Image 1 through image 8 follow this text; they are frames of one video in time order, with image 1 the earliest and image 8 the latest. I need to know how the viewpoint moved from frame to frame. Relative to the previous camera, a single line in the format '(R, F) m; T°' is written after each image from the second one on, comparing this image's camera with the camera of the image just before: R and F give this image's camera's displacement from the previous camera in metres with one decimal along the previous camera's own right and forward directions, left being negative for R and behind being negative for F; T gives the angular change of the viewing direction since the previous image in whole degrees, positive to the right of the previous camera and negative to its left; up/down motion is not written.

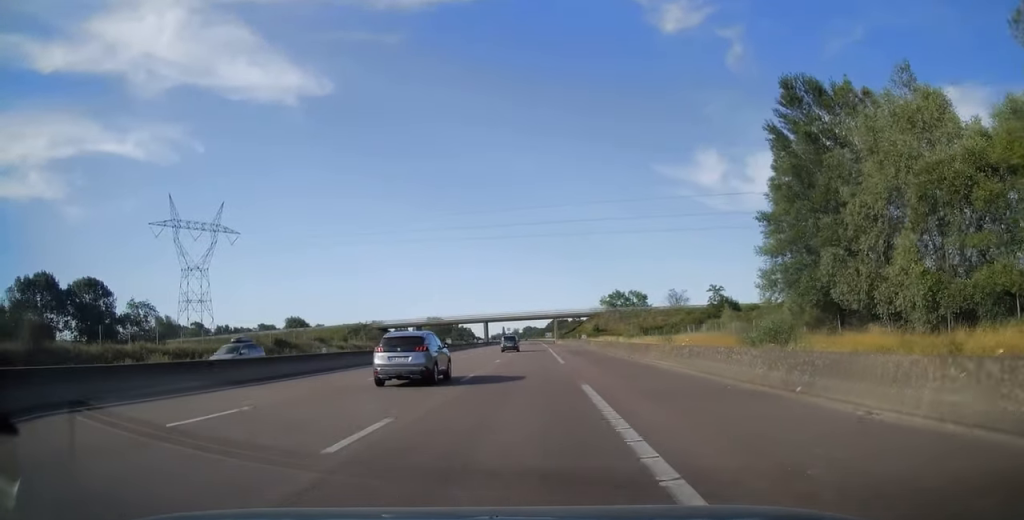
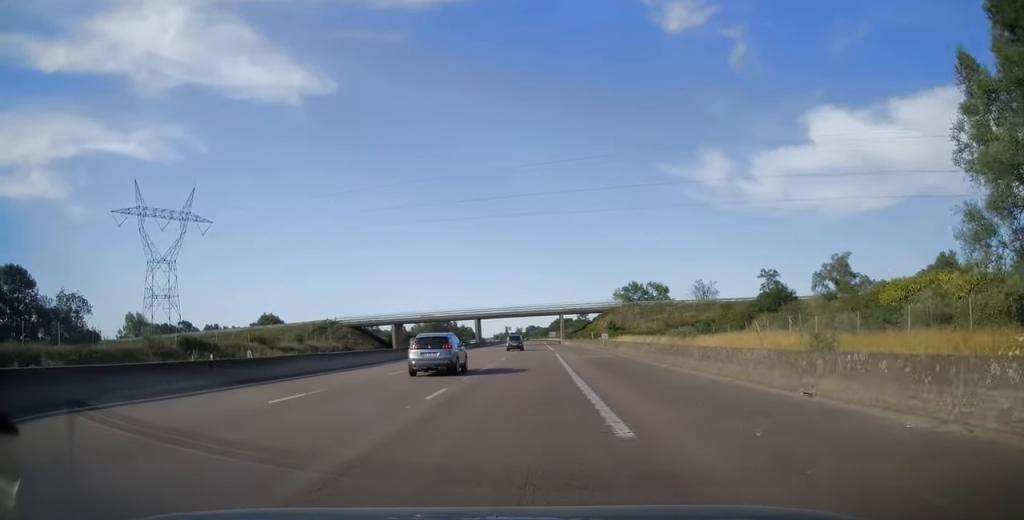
(+0.1, +21.5) m; 0°
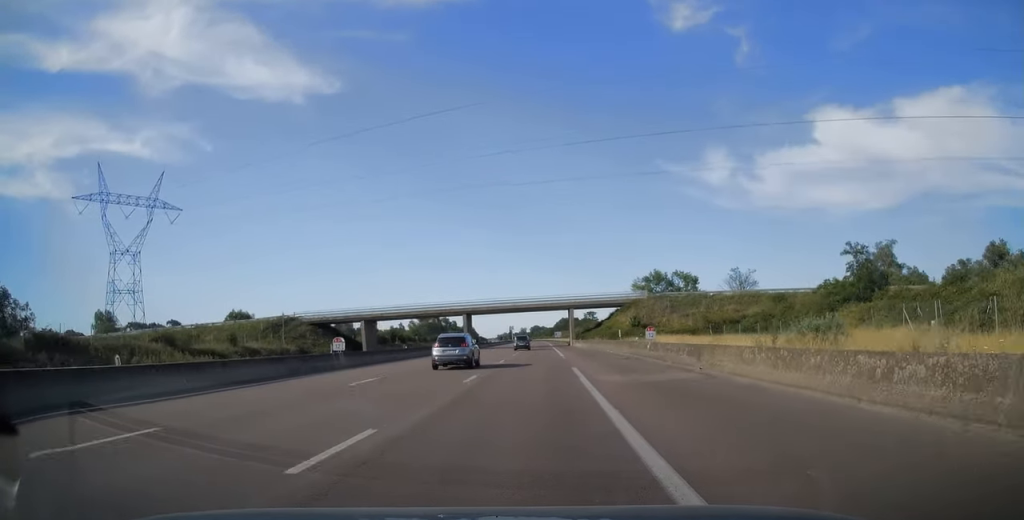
(-0.1, +20.5) m; 0°
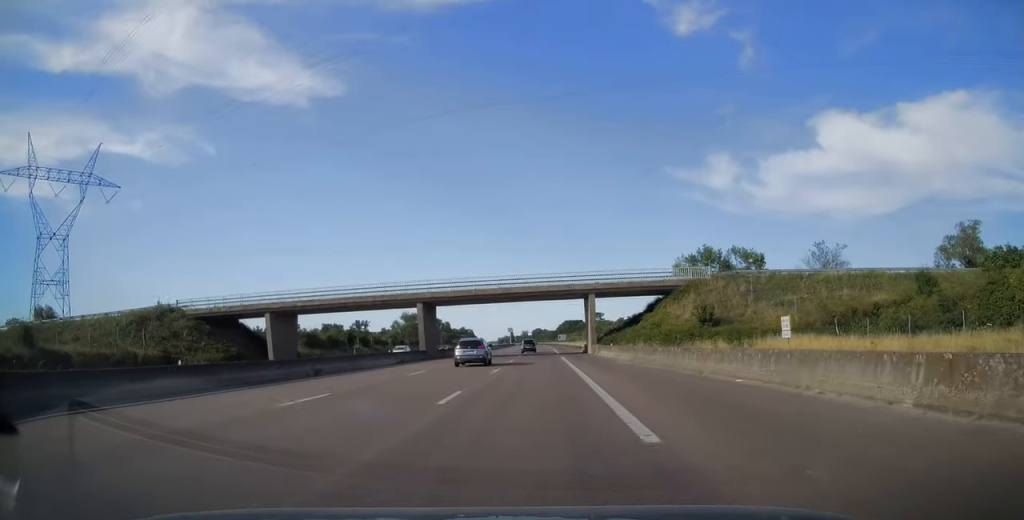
(-0.2, +31.4) m; -1°
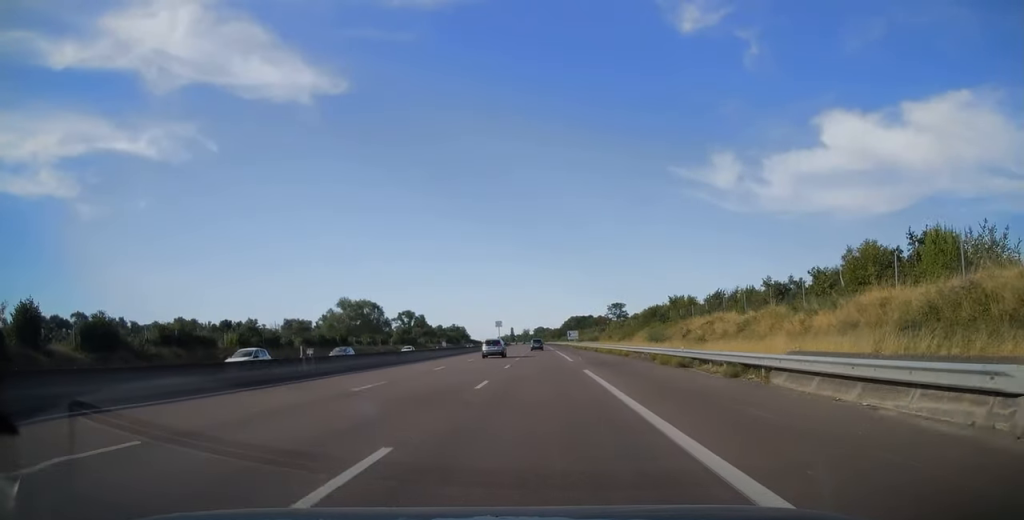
(-0.7, +73.2) m; -1°
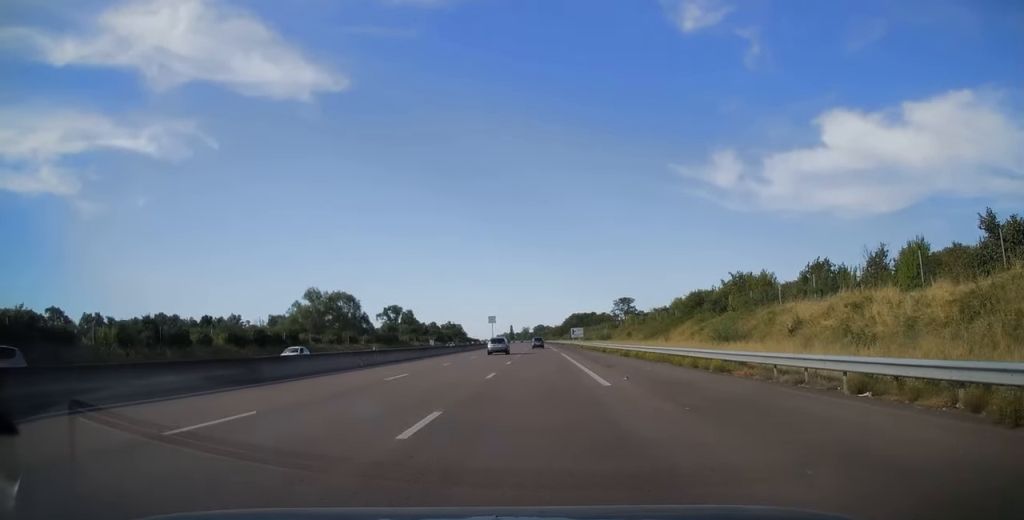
(+0.1, +22.2) m; 0°
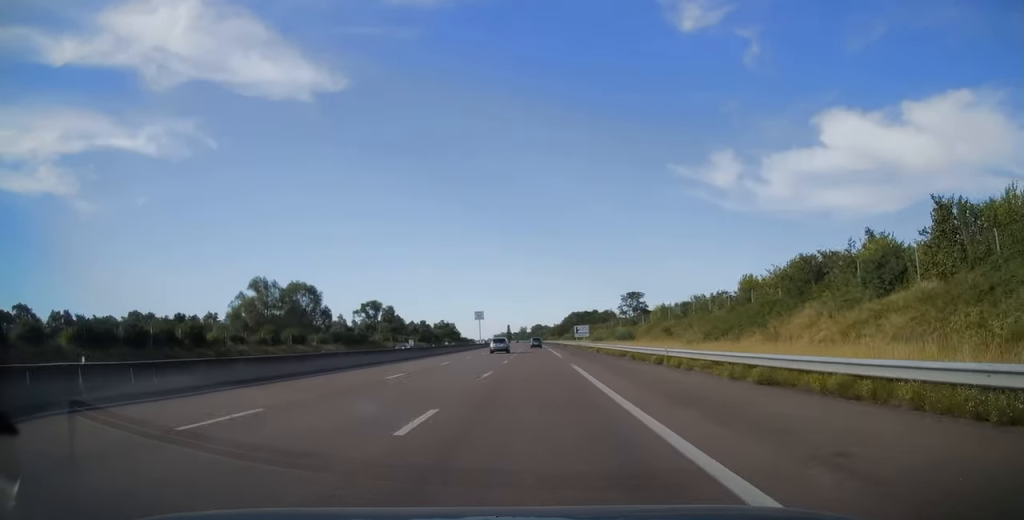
(+0.1, +25.3) m; 0°
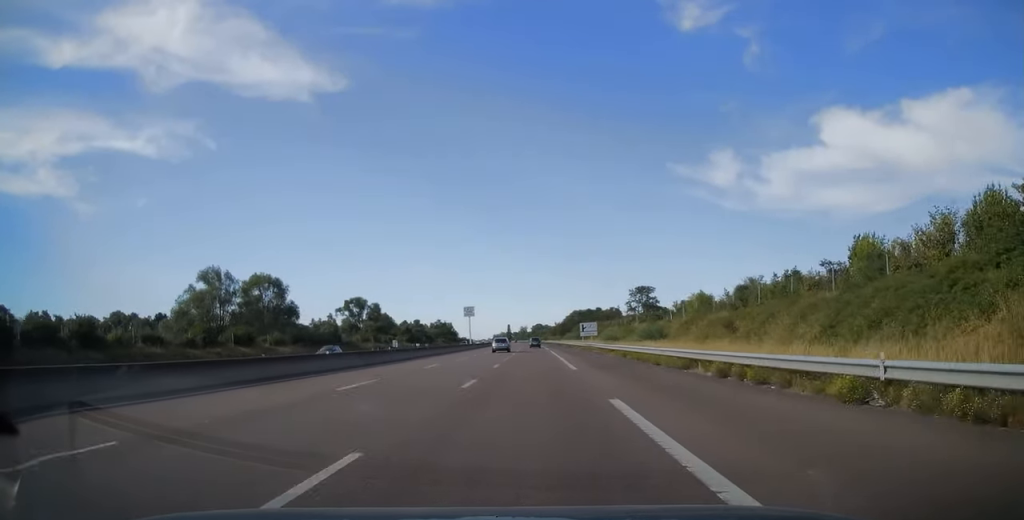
(-0.1, +17.6) m; 0°
